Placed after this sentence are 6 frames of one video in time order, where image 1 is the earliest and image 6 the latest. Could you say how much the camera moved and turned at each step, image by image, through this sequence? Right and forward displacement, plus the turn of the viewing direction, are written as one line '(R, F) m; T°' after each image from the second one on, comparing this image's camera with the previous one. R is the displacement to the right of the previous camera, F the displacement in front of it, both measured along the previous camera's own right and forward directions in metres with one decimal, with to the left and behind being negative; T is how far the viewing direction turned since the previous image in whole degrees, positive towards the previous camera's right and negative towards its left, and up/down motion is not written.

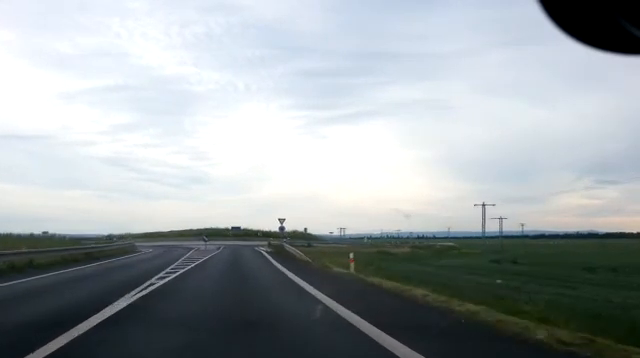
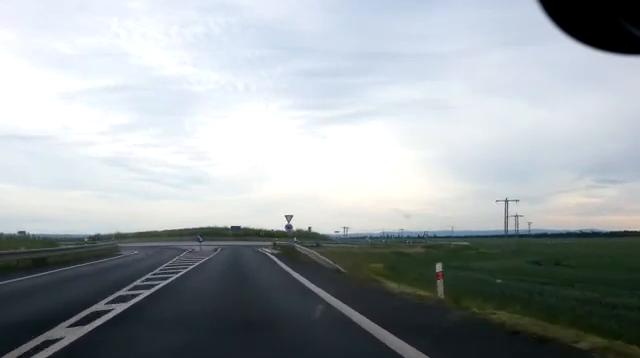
(+0.1, +6.7) m; +1°
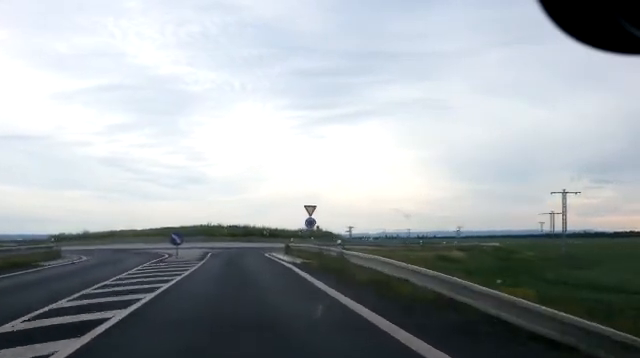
(+0.2, +13.3) m; 0°
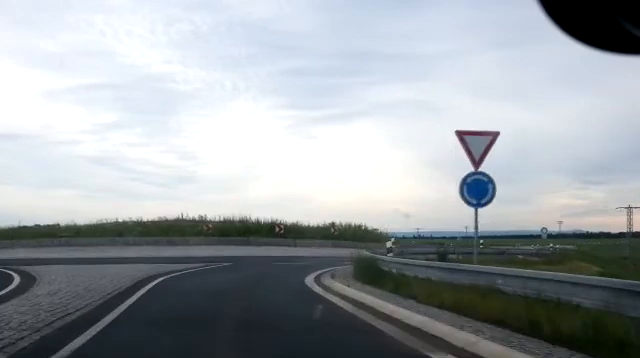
(-0.1, +20.3) m; +5°
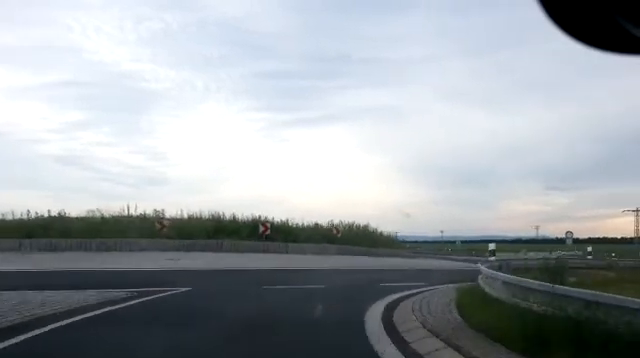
(+0.8, +8.5) m; +13°
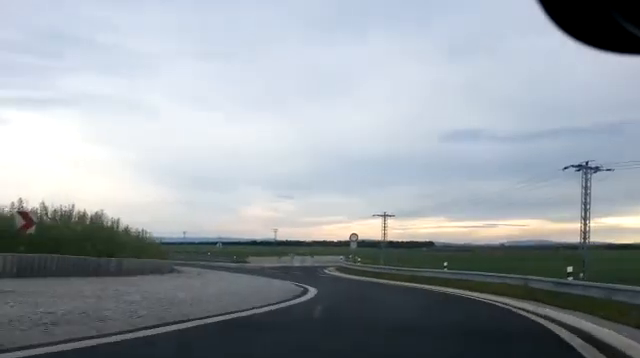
(+2.9, +13.6) m; +20°
